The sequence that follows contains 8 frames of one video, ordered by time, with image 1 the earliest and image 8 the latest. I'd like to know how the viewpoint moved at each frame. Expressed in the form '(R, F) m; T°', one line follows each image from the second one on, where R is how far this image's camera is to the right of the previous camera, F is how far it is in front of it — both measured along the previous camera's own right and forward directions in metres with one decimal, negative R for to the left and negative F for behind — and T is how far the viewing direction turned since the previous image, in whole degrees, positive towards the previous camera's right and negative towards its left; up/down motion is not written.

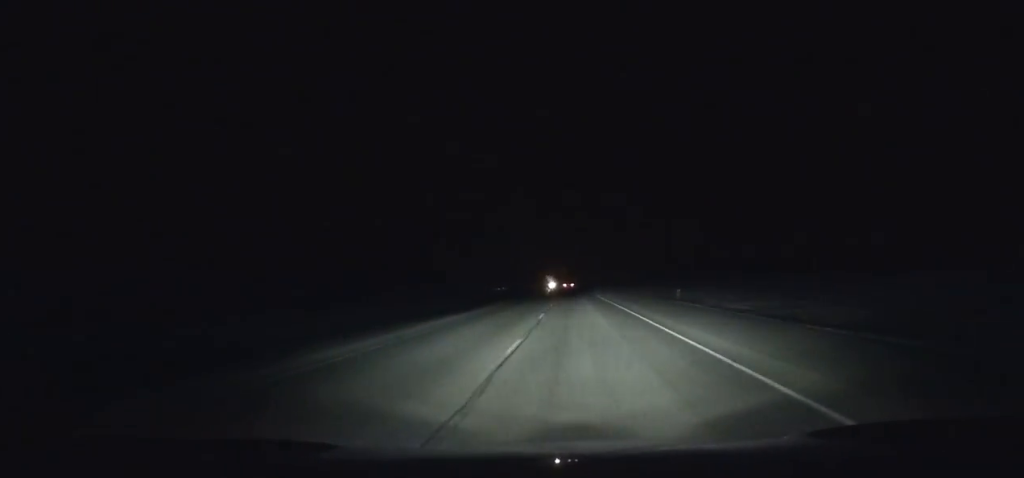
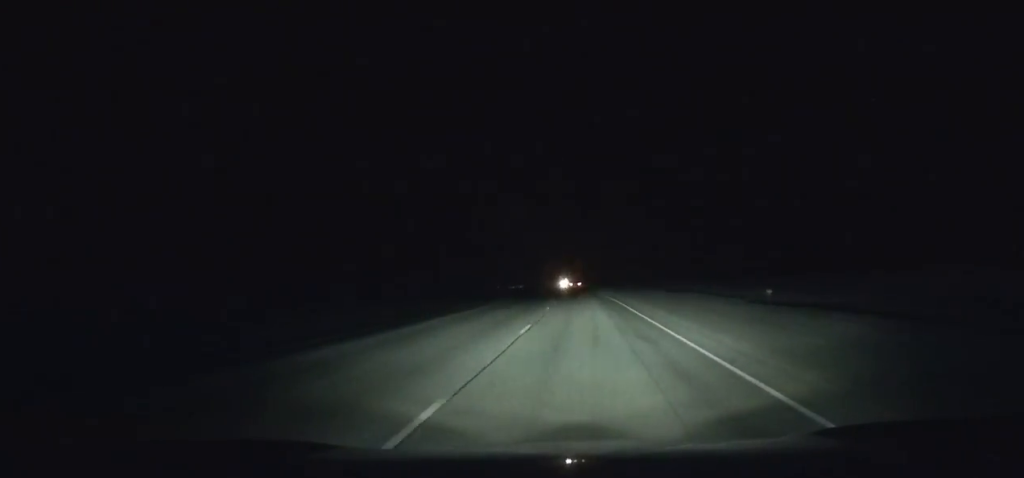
(-0.6, +92.5) m; -1°
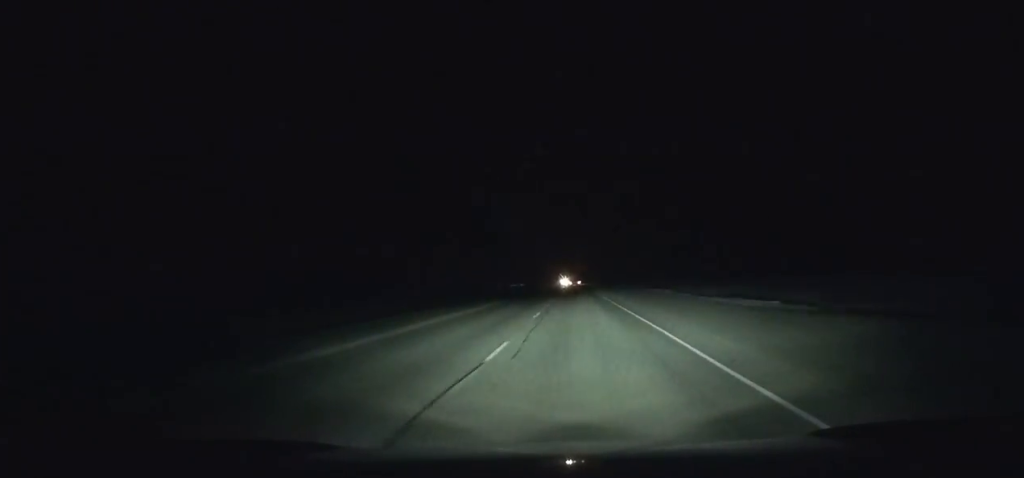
(-0.2, +41.0) m; -1°
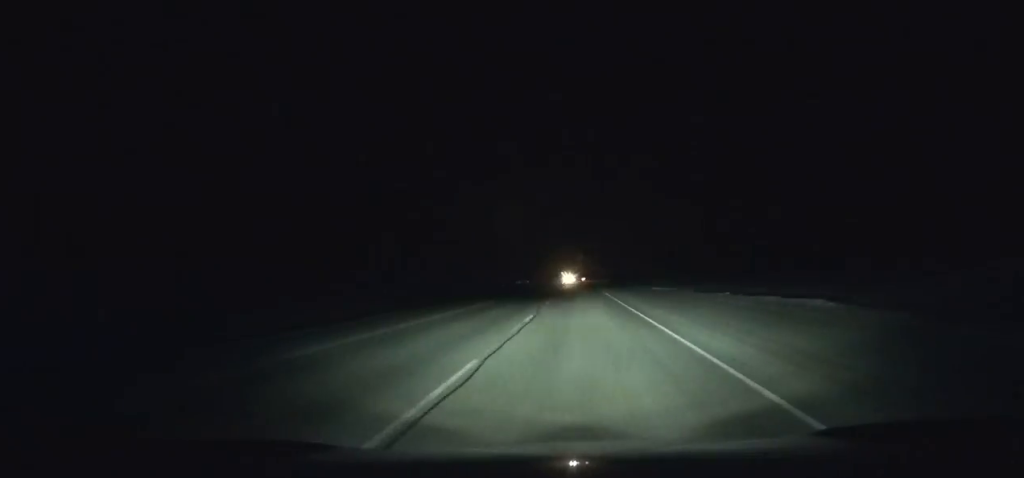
(-0.3, +40.6) m; 0°
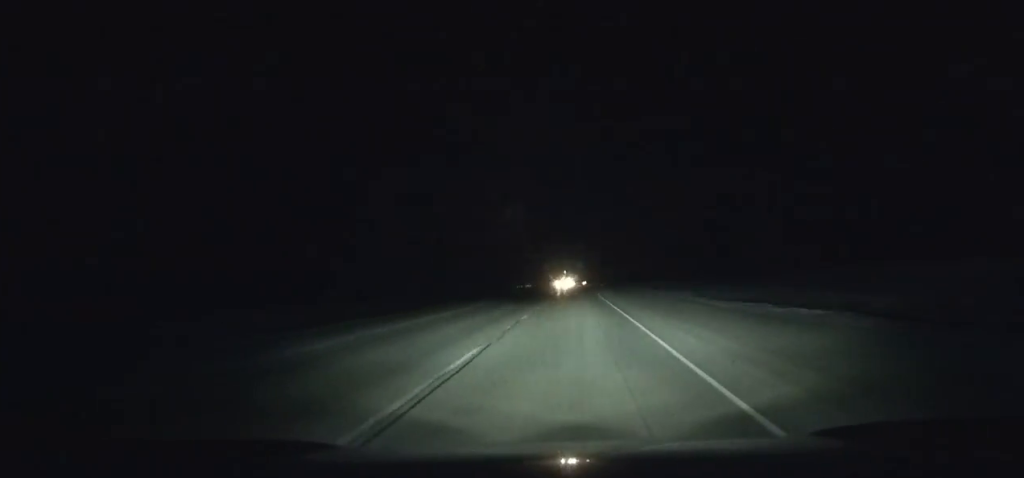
(-0.9, +108.4) m; -1°
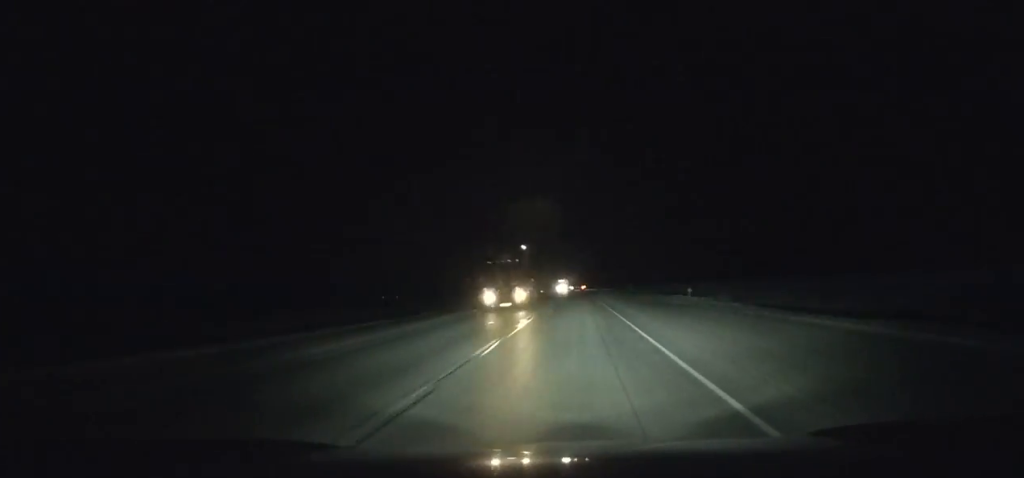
(-0.2, +70.3) m; 0°
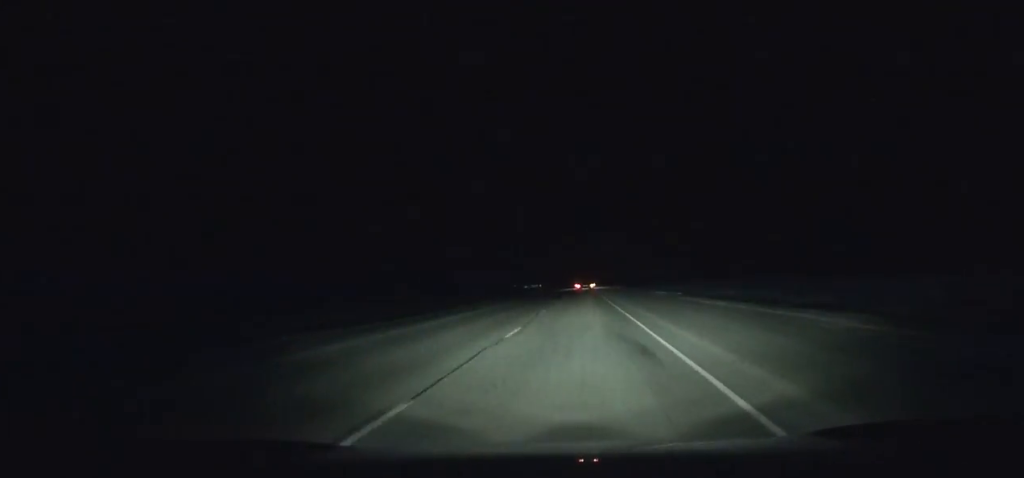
(+0.1, +129.7) m; 0°
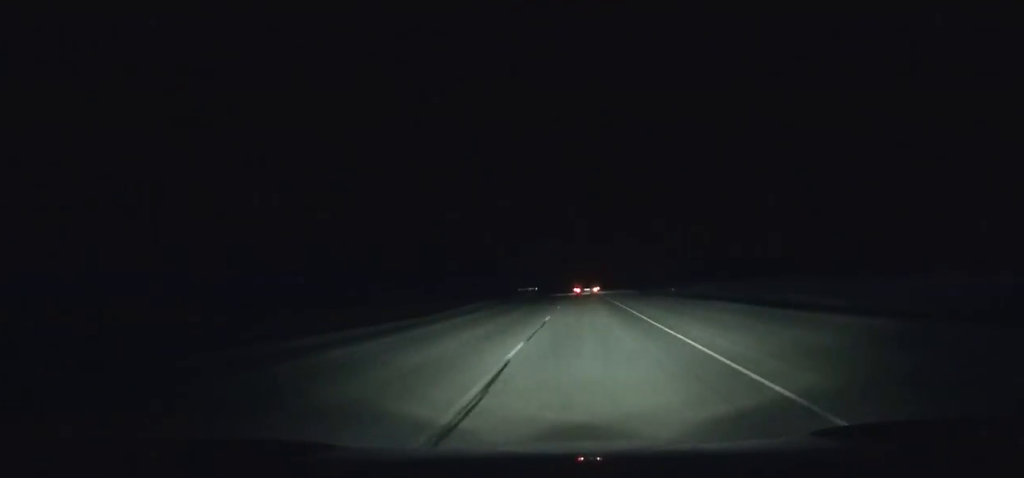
(-0.2, +99.4) m; 0°
